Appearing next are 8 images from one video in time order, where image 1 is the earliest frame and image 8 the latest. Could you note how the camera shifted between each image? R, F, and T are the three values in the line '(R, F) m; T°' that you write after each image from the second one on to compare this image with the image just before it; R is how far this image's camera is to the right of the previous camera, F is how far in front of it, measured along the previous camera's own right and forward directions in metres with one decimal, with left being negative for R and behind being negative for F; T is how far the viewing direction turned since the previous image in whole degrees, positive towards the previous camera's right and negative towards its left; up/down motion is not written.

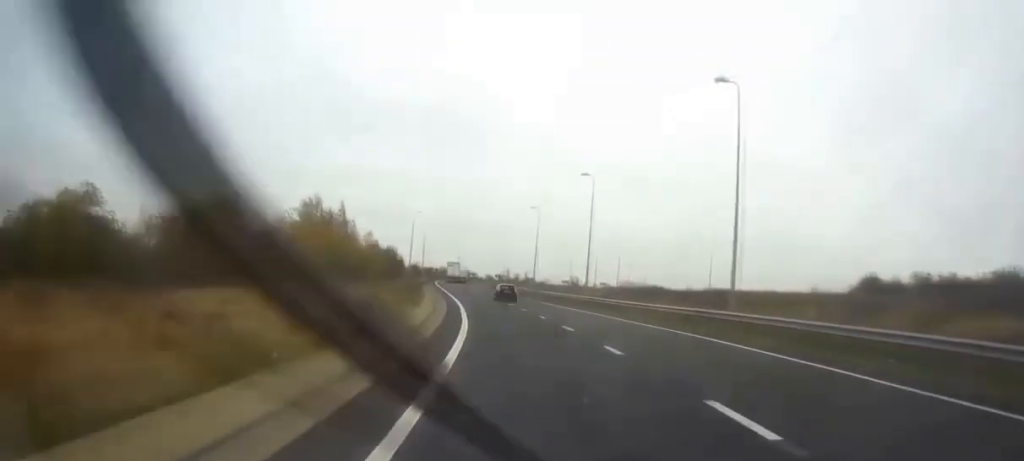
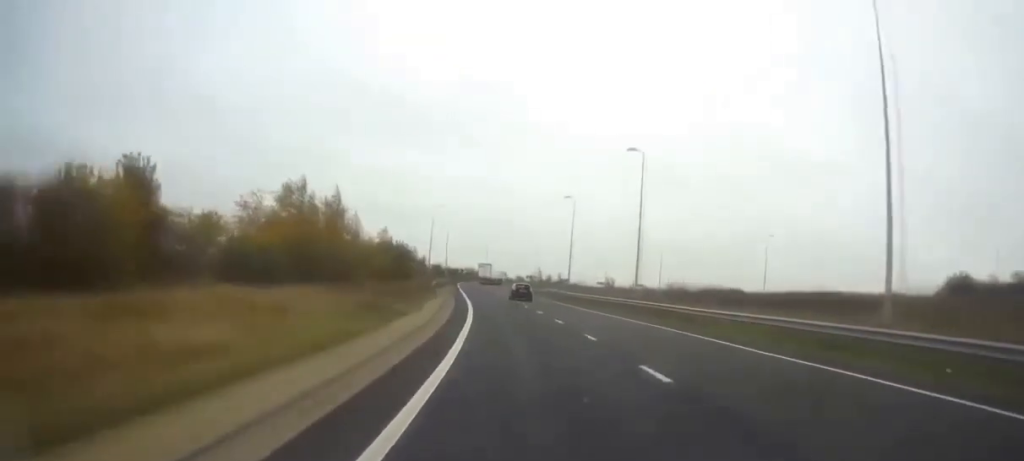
(-0.3, +13.1) m; -2°
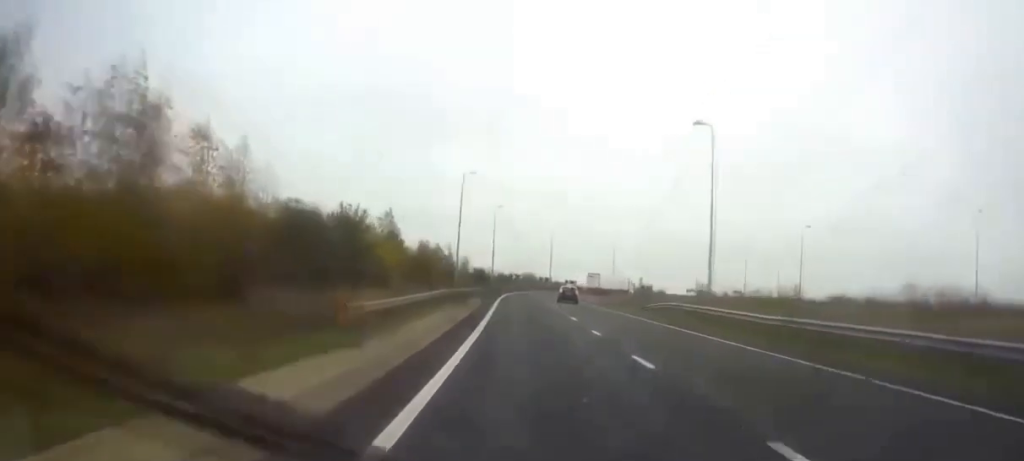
(-1.8, +41.8) m; -4°
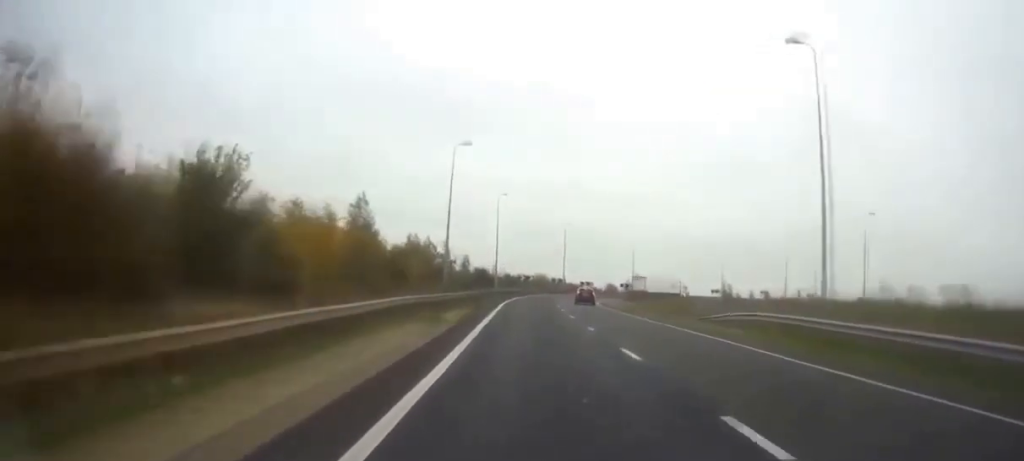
(-0.2, +16.8) m; 0°
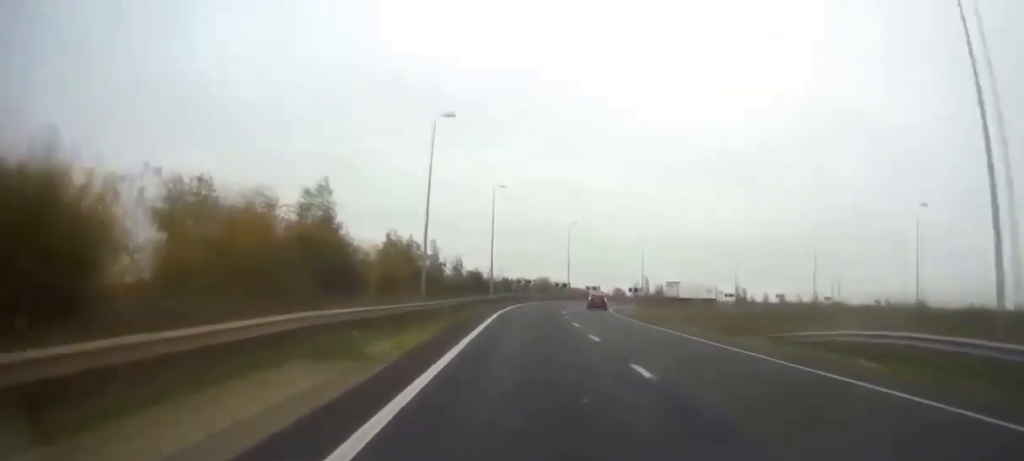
(0.0, +11.1) m; 0°
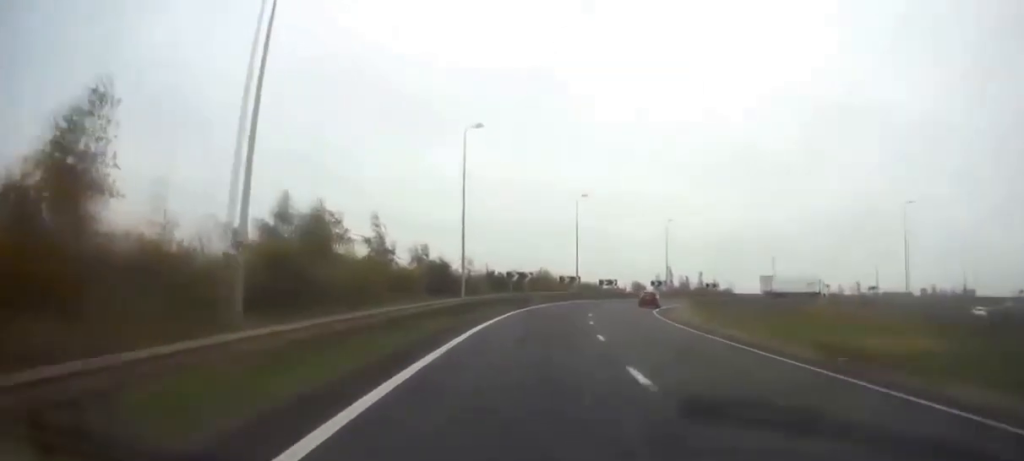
(+0.2, +28.0) m; +2°
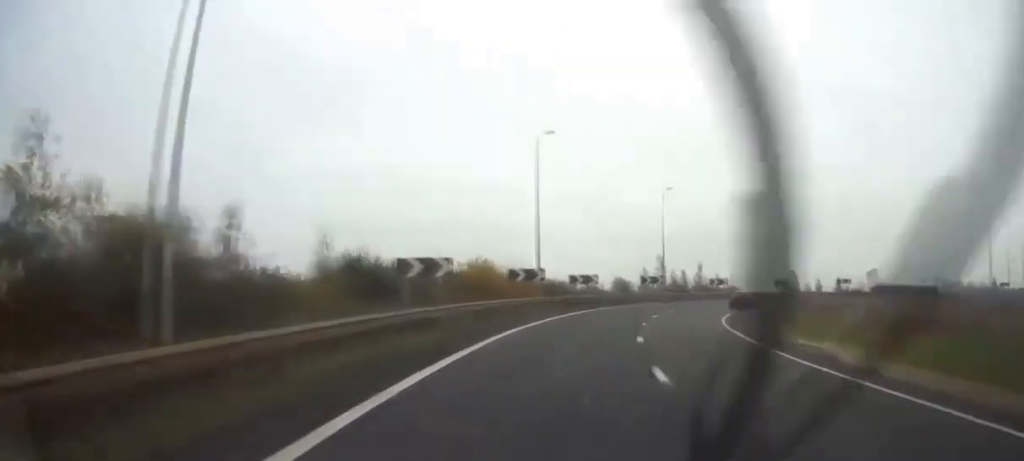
(+1.4, +34.7) m; +7°
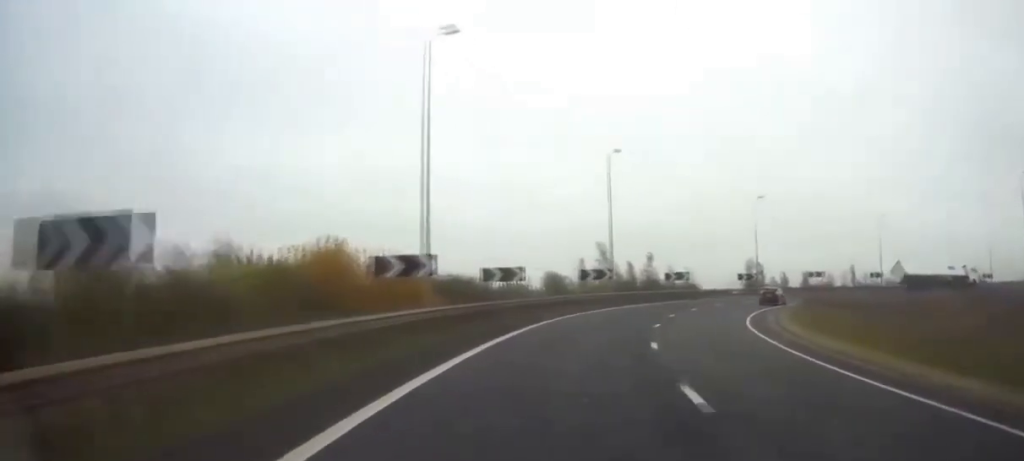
(+1.1, +19.9) m; +7°
